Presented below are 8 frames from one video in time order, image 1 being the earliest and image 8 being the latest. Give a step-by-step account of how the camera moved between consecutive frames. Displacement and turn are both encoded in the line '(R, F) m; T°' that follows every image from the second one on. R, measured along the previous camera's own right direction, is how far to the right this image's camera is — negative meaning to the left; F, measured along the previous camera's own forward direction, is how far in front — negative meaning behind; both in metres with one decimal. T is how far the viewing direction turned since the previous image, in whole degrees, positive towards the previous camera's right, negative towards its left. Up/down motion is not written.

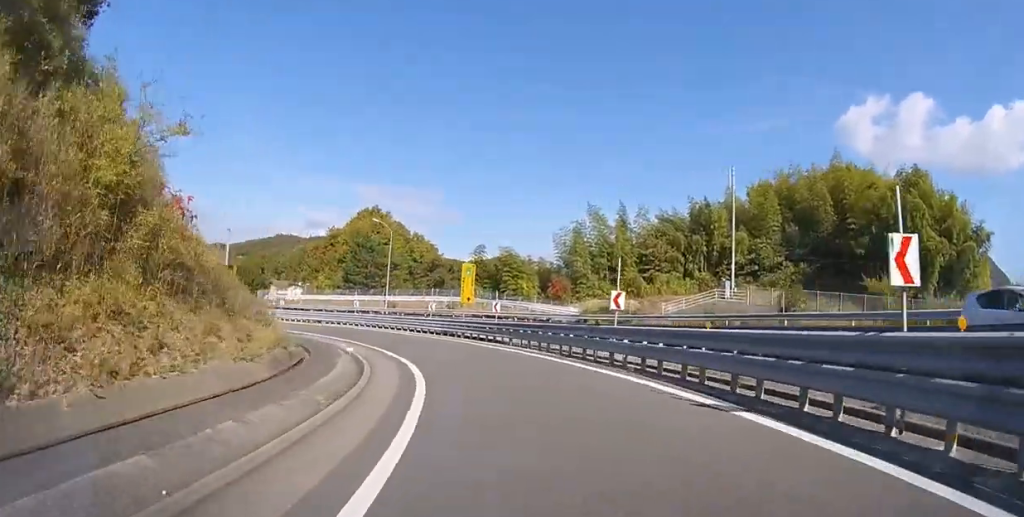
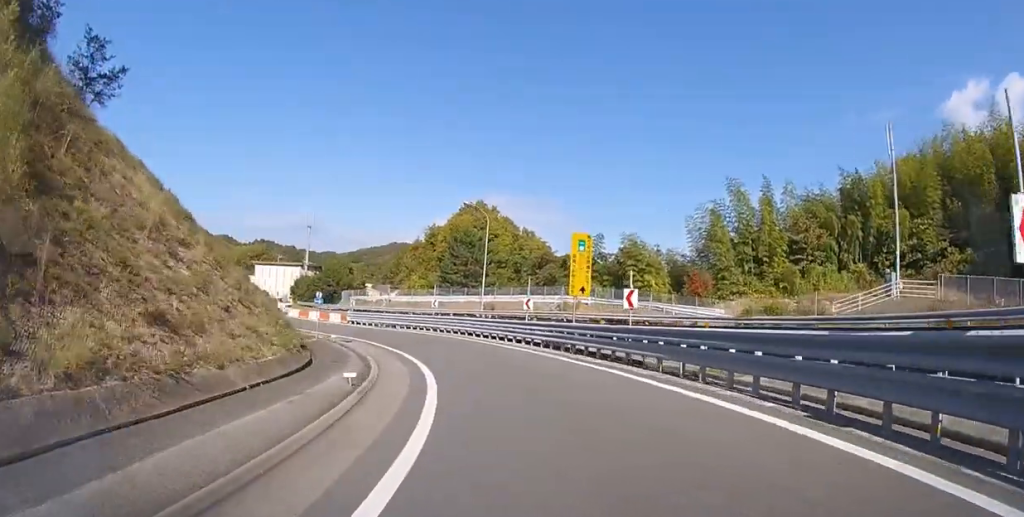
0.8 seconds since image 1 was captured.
(-0.9, +10.3) m; -15°
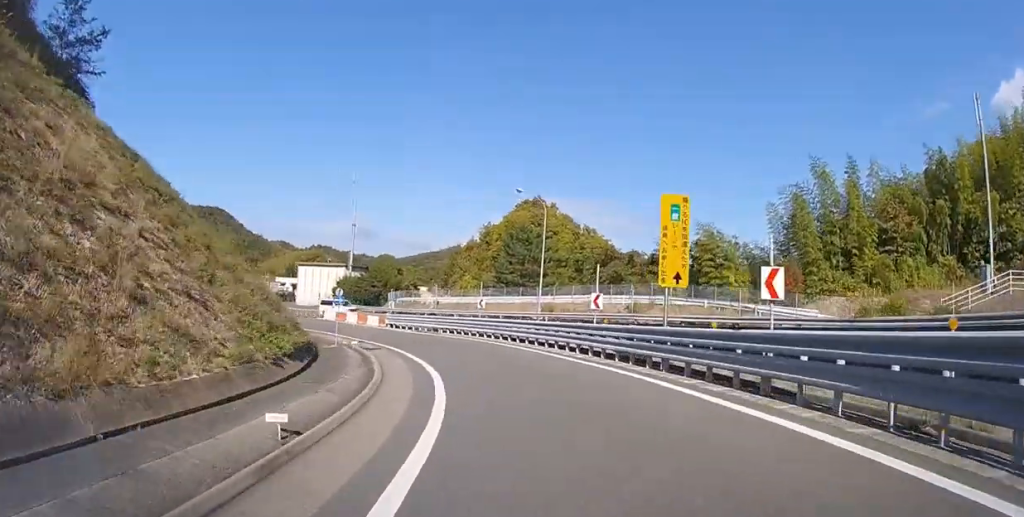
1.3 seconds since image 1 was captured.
(-1.0, +5.7) m; -8°
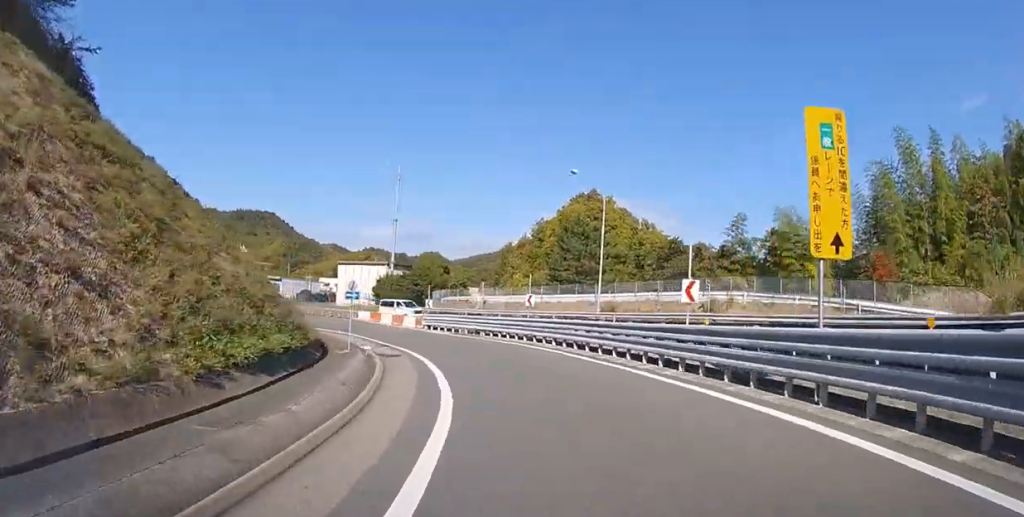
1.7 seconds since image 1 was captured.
(-0.2, +5.0) m; -7°
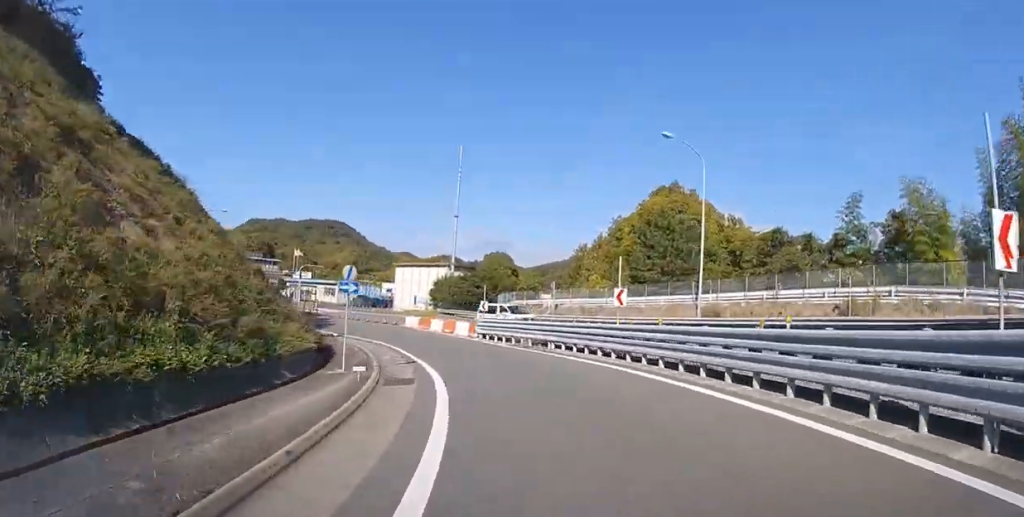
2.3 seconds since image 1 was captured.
(-0.7, +6.9) m; -8°
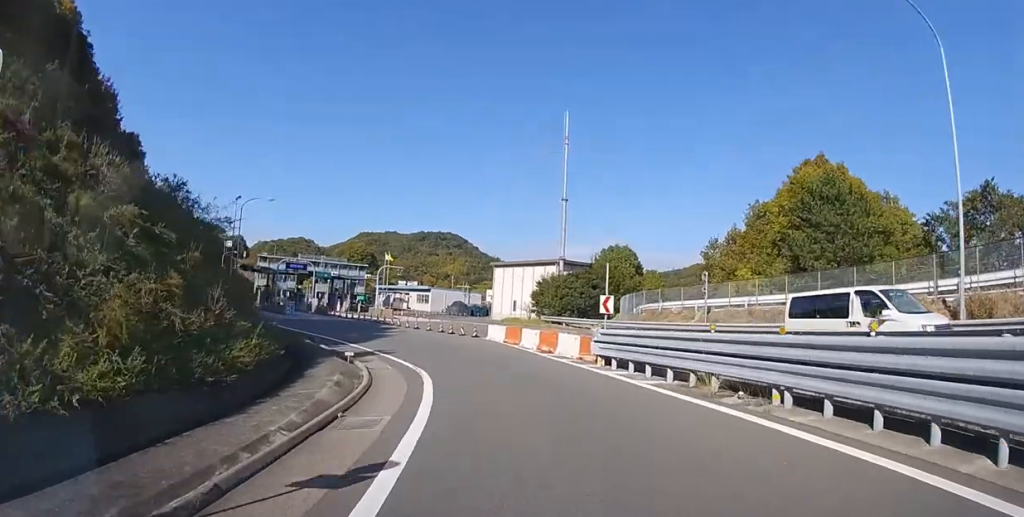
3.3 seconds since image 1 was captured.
(-1.6, +12.5) m; -15°
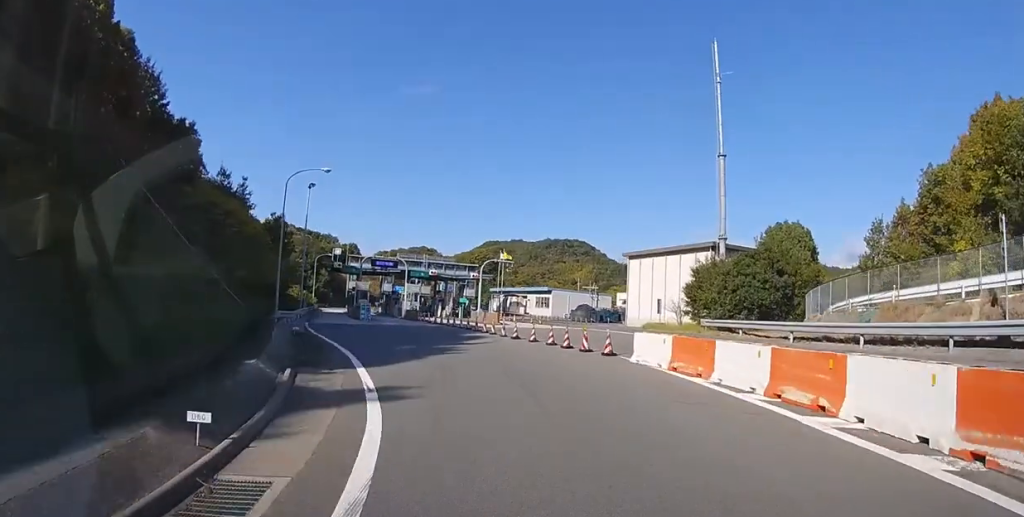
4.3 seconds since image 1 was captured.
(-1.6, +12.2) m; -14°
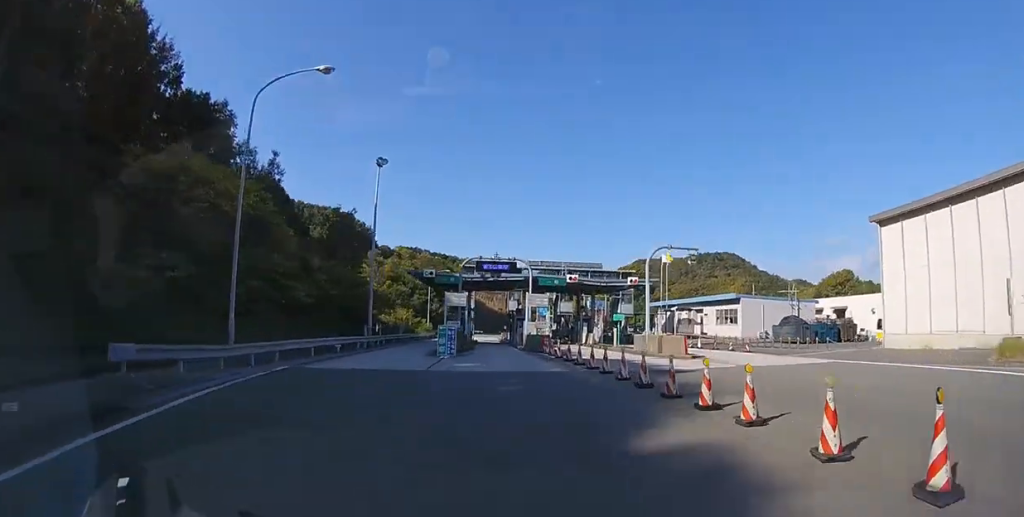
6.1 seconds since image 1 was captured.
(-3.5, +19.4) m; -19°
